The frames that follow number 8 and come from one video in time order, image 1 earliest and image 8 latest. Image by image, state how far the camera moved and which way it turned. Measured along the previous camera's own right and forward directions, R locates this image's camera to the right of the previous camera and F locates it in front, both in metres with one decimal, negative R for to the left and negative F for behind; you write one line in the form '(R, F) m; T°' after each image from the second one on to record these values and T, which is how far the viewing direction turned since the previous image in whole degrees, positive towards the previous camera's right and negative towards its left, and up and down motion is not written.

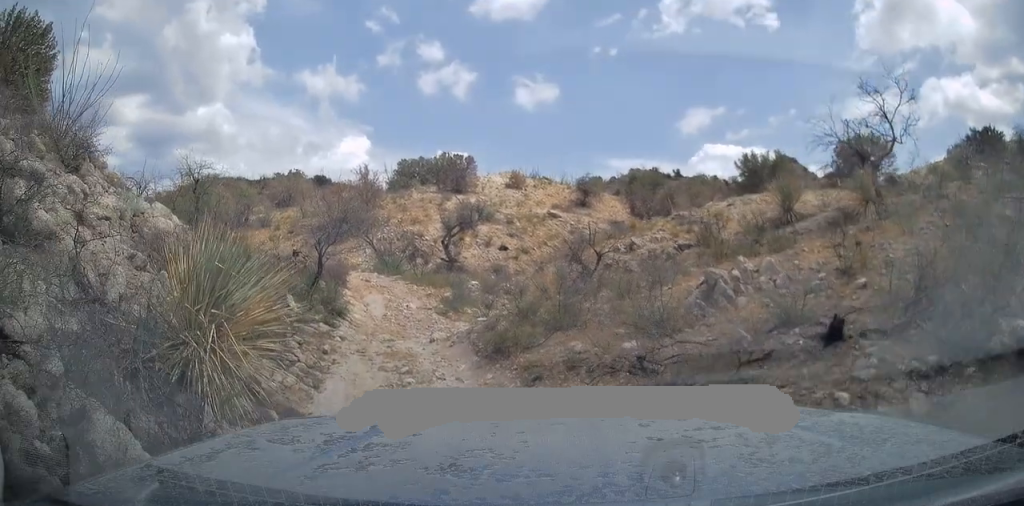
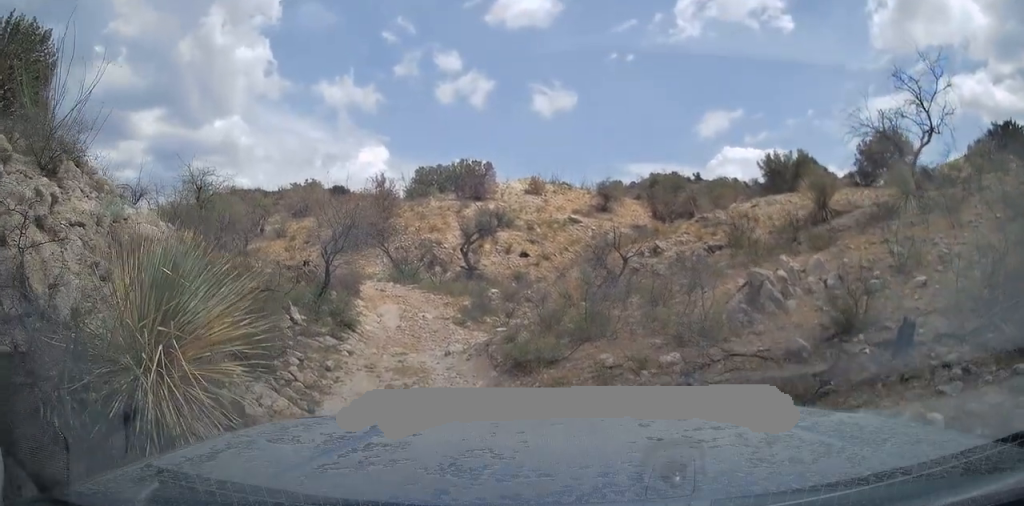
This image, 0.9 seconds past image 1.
(-0.6, +1.1) m; 0°
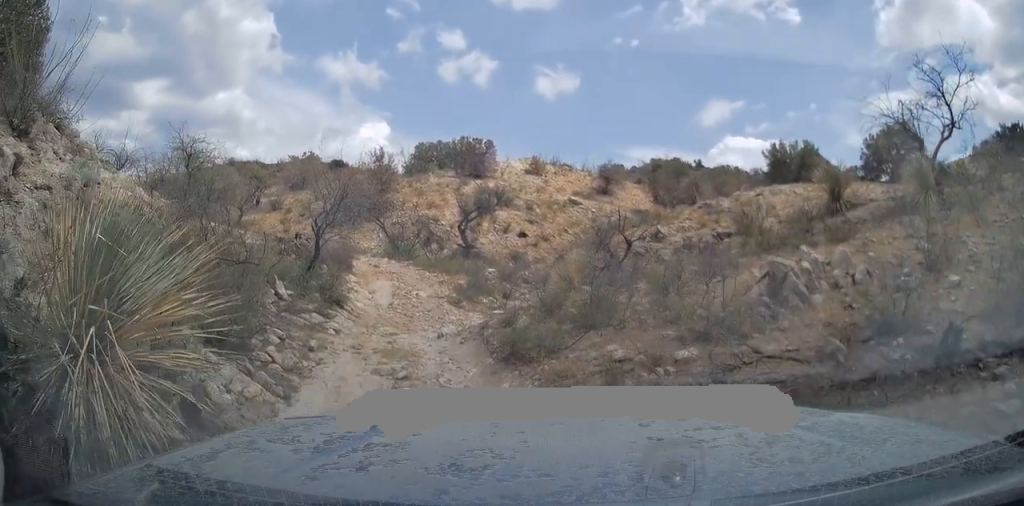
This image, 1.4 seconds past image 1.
(+0.2, +0.7) m; +2°
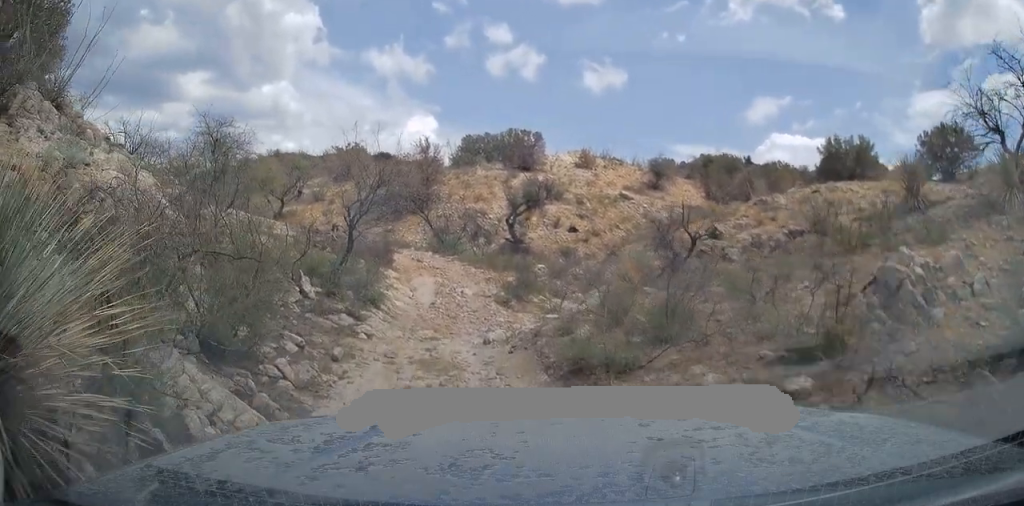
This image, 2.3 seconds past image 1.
(+0.2, +1.4) m; -3°
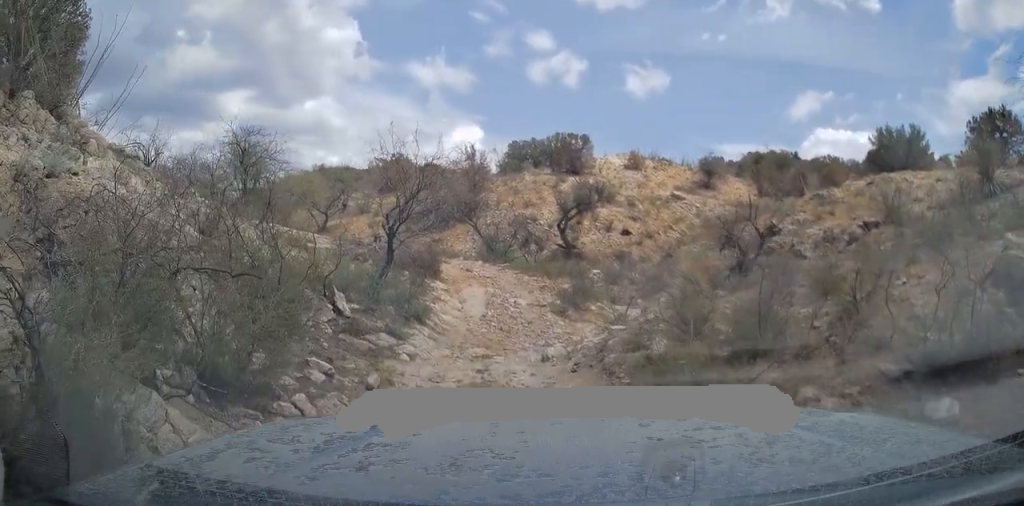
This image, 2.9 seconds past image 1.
(-0.2, +1.2) m; -12°
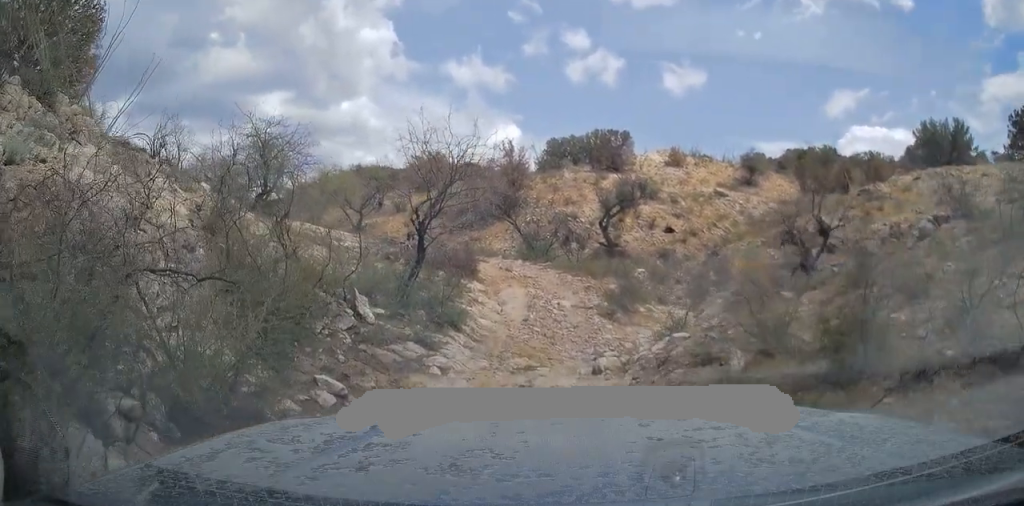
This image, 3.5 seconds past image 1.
(0.0, +1.3) m; +2°
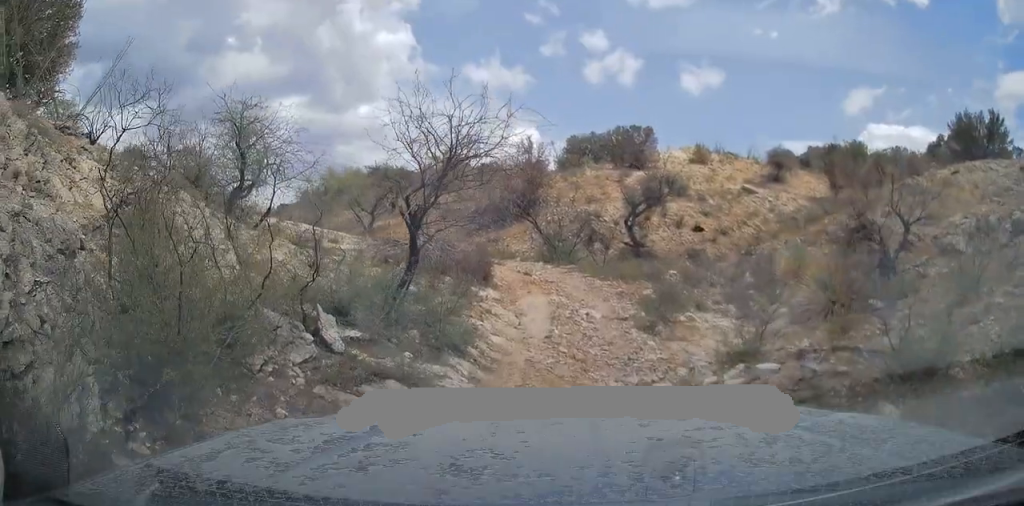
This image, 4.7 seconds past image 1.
(+0.1, +2.6) m; +3°
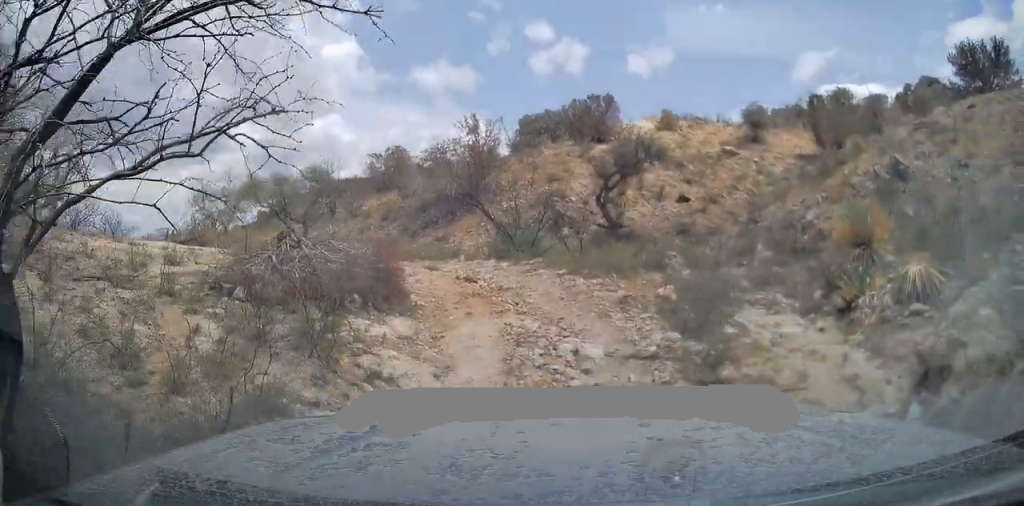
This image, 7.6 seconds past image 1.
(+0.7, +6.2) m; +14°
